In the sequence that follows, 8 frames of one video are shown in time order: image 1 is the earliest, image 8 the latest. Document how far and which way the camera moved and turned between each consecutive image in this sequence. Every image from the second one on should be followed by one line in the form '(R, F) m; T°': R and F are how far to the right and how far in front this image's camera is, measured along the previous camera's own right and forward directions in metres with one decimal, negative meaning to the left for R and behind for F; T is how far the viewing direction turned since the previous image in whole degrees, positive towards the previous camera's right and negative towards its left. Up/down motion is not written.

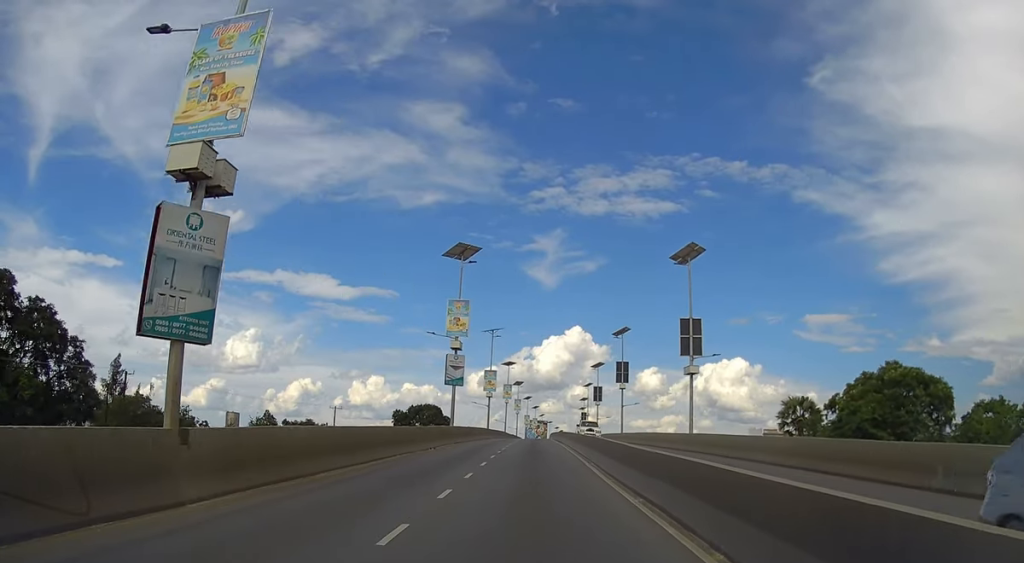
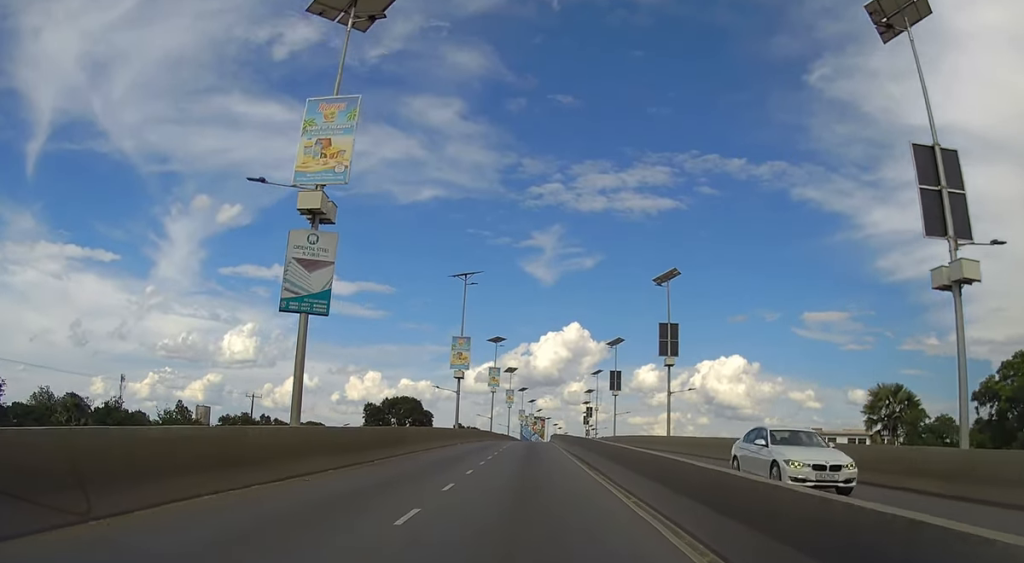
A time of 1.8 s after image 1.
(-0.4, +30.1) m; -1°
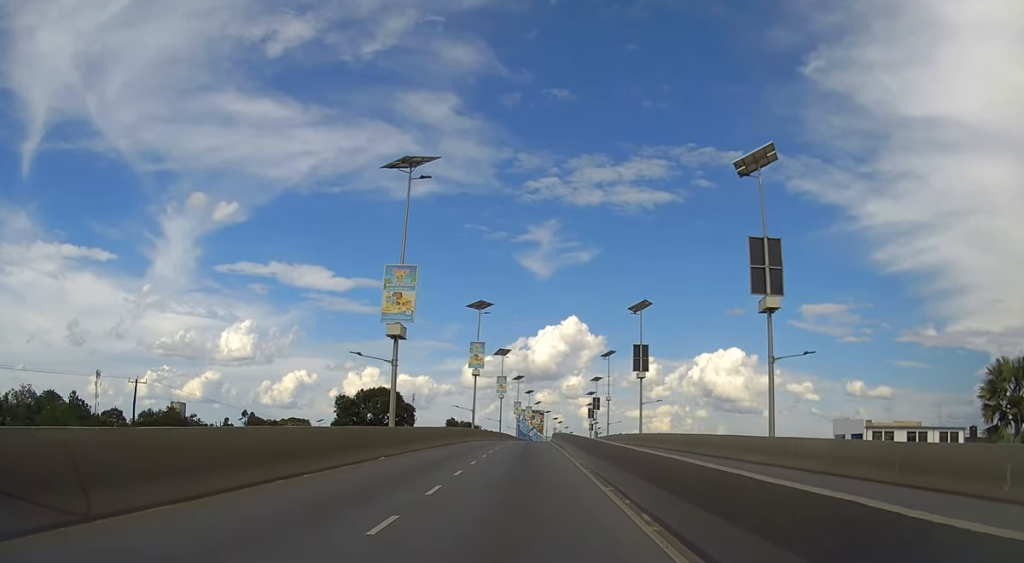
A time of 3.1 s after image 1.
(0.0, +23.2) m; 0°
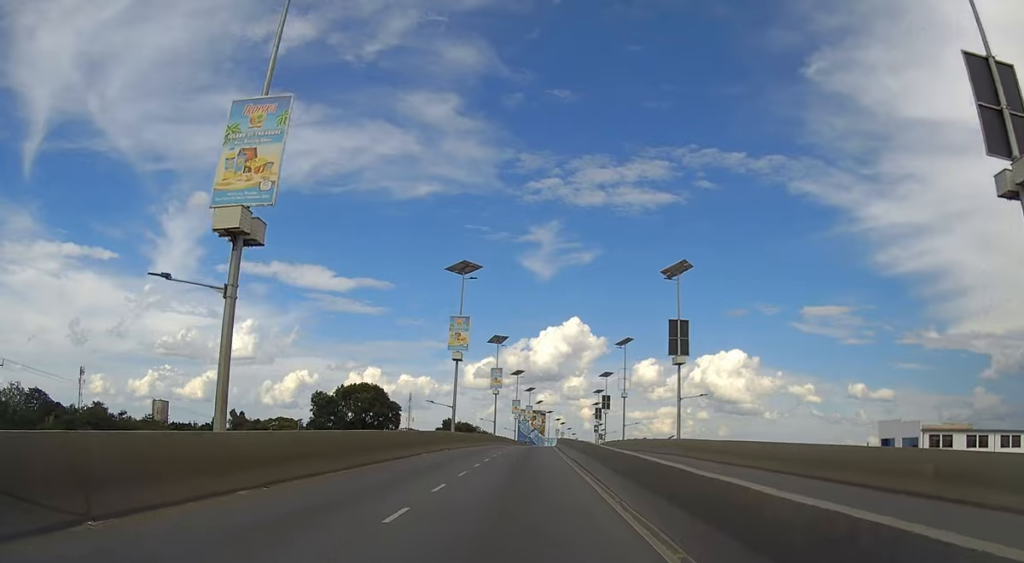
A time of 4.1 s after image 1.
(+0.1, +16.7) m; 0°
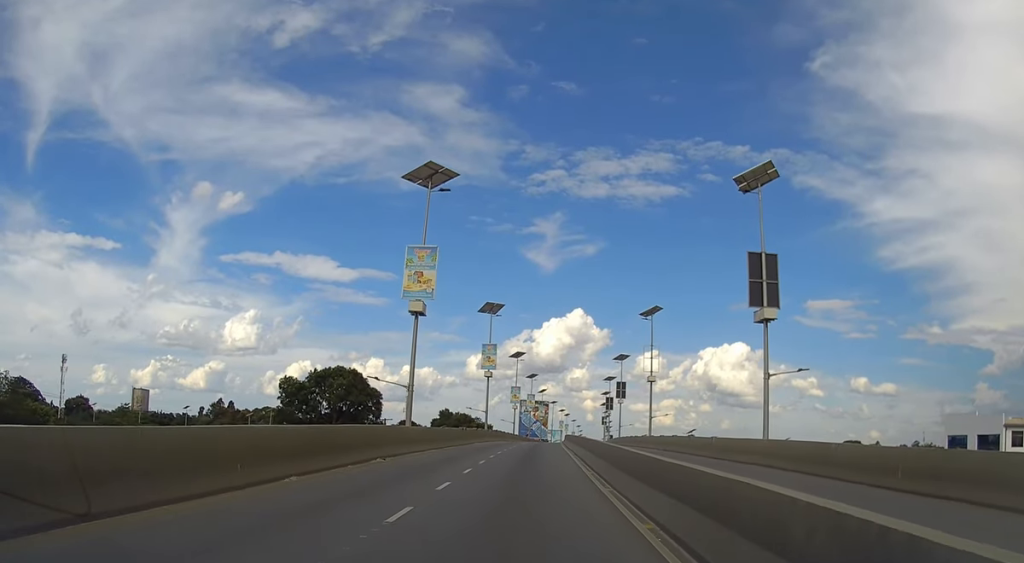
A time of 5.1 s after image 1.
(0.0, +17.9) m; 0°
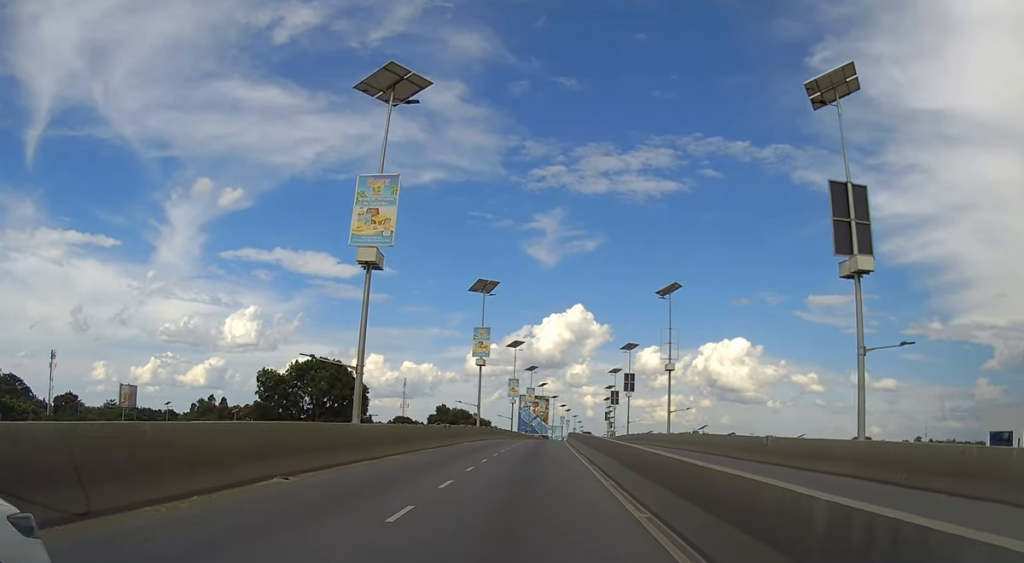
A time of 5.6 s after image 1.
(0.0, +9.3) m; 0°
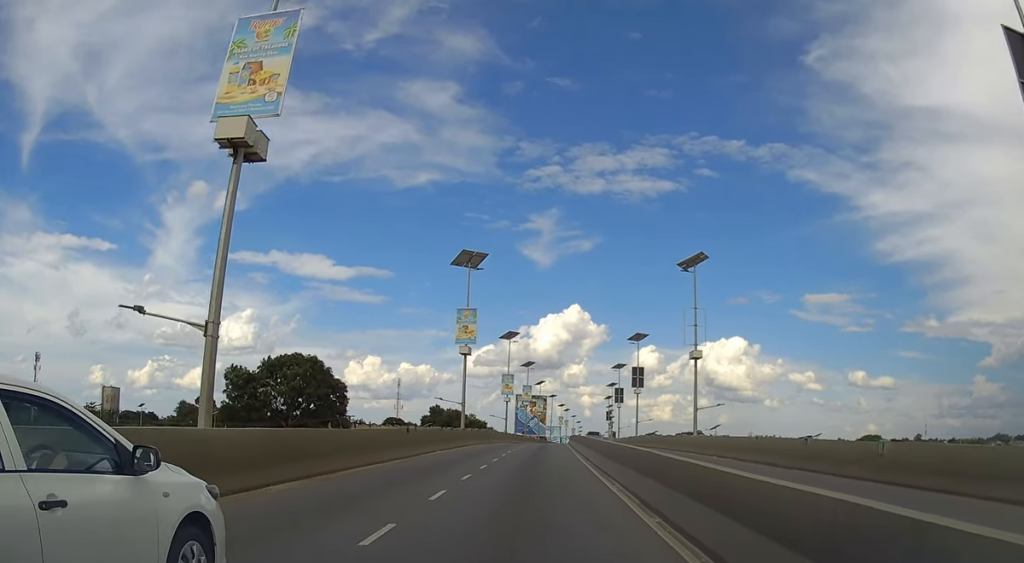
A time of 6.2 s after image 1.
(0.0, +10.5) m; 0°
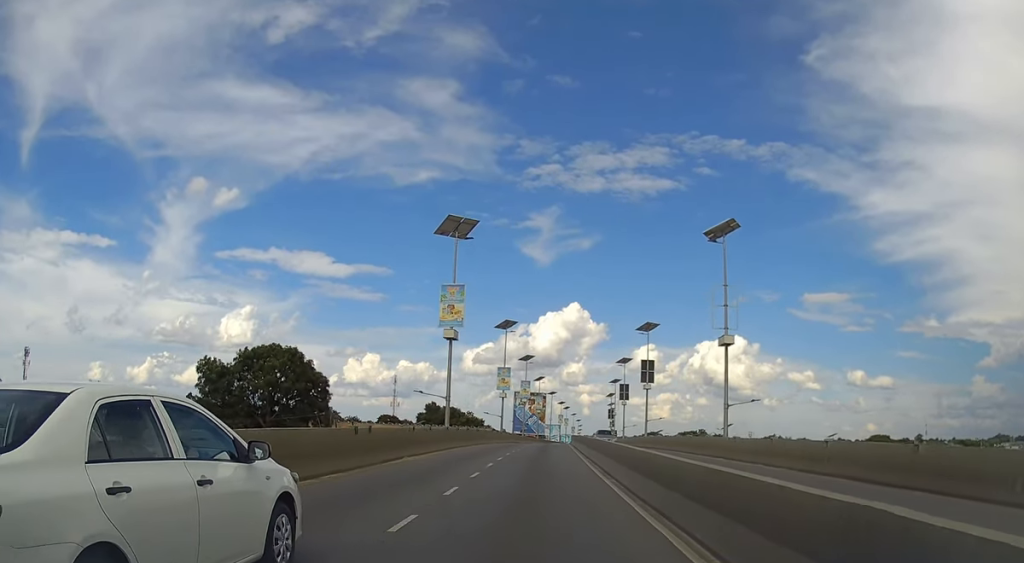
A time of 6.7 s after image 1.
(0.0, +7.9) m; 0°
